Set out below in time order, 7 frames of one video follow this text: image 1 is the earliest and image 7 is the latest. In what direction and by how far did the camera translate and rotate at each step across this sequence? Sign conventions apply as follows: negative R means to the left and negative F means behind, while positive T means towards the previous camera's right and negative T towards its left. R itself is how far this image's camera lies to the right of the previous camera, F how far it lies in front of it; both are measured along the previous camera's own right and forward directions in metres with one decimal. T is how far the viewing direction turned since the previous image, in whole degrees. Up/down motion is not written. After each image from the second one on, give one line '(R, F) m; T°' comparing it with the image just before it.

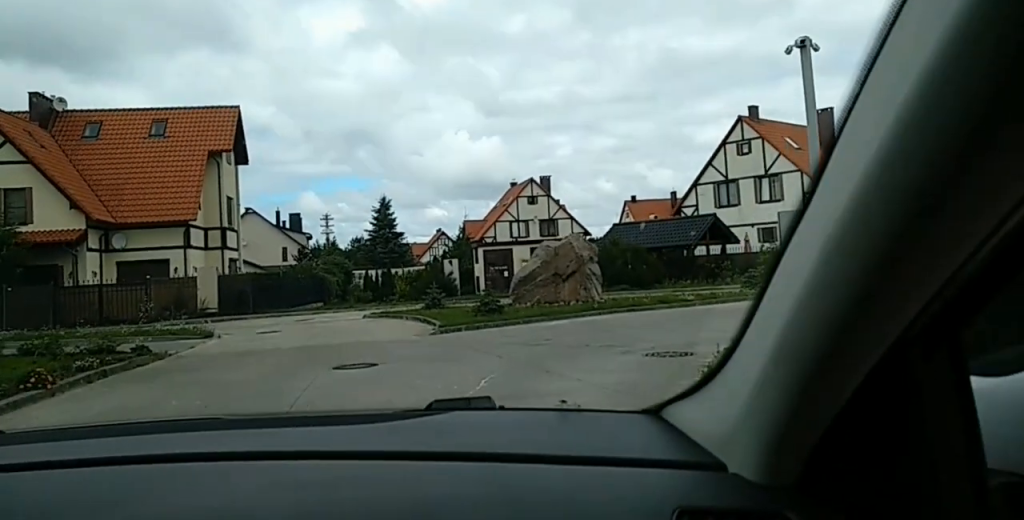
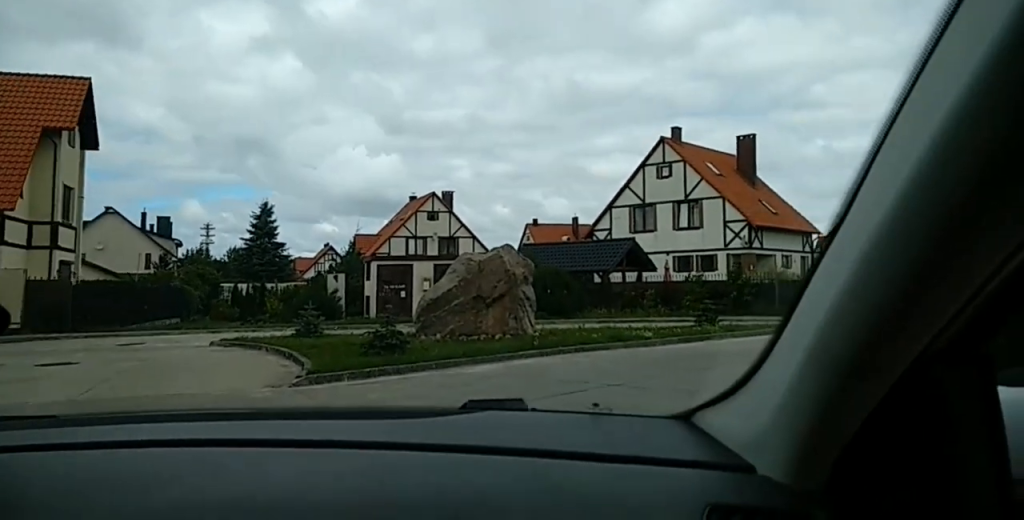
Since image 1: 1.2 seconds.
(-0.3, +5.6) m; +8°
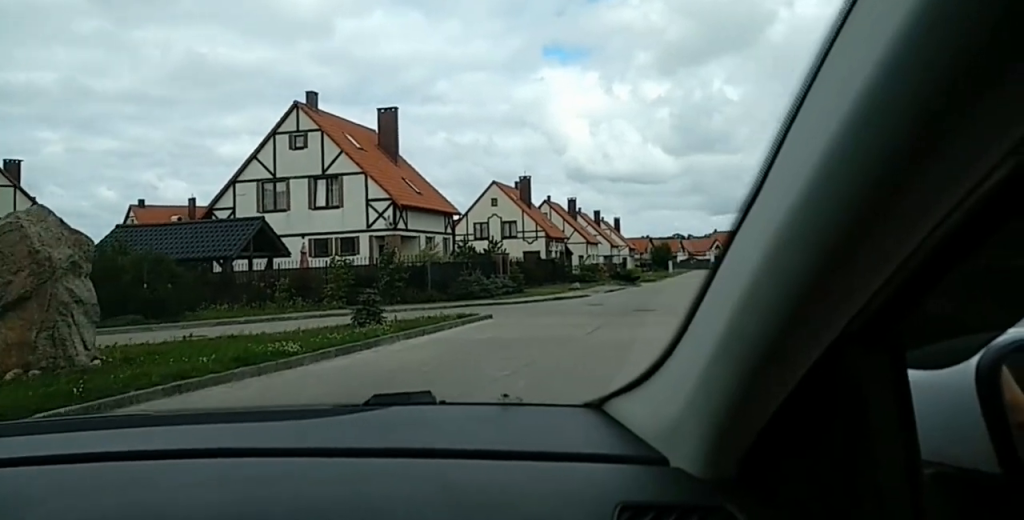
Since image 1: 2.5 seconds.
(+1.1, +5.5) m; +20°
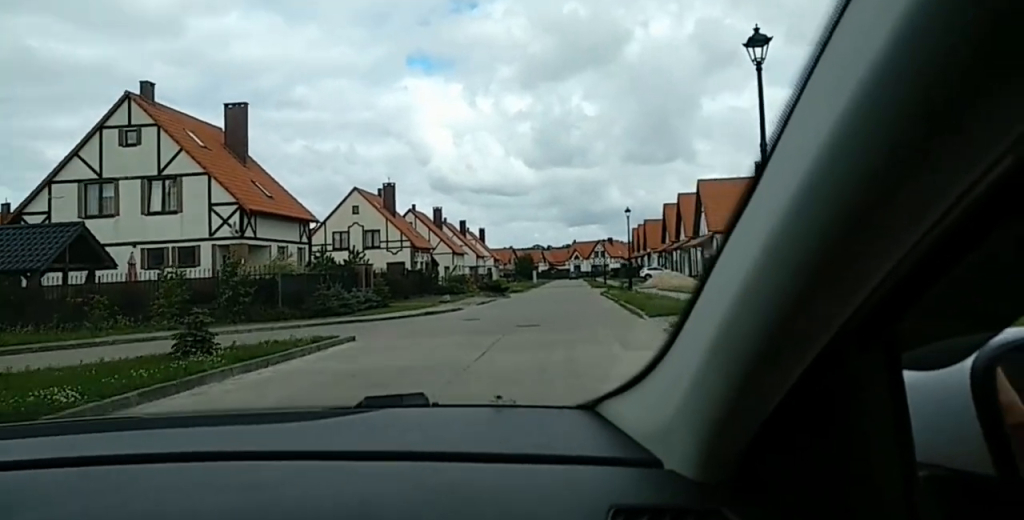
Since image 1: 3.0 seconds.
(0.0, +2.4) m; +8°
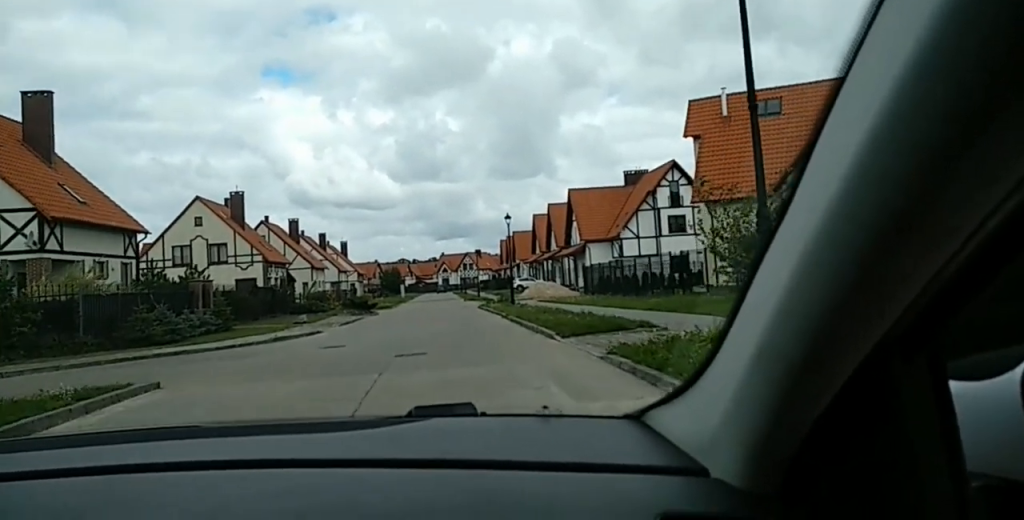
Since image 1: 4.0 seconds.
(+0.7, +3.9) m; +13°
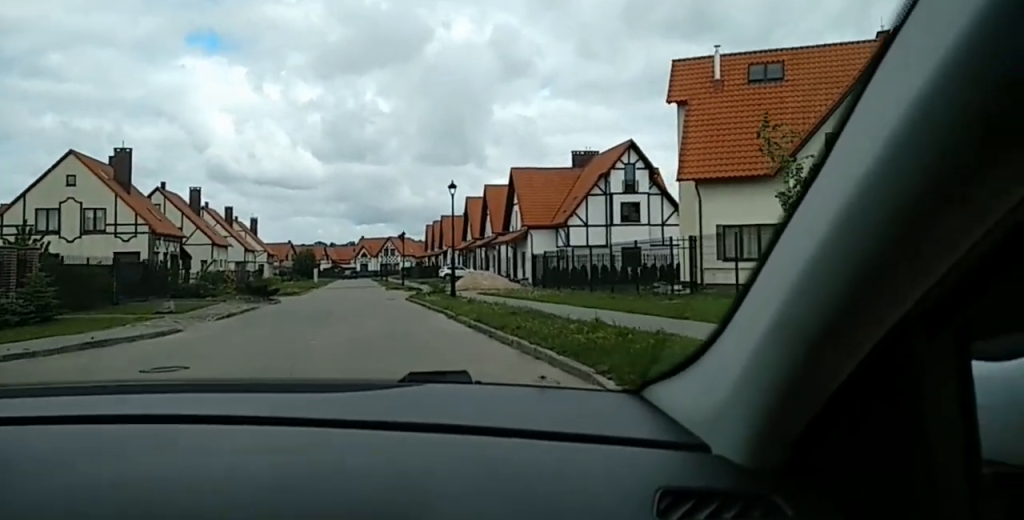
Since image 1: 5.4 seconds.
(+0.7, +6.7) m; +11°
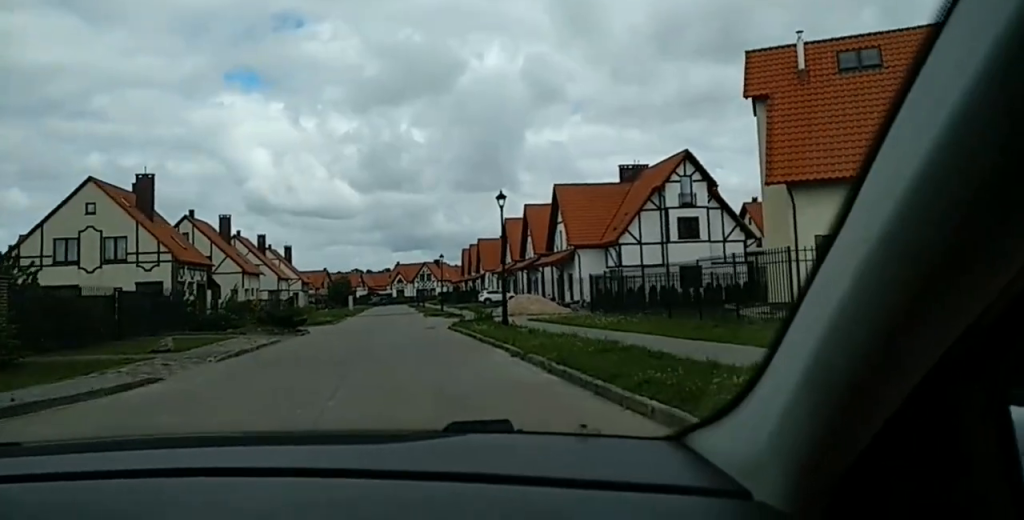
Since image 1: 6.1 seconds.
(+0.2, +4.1) m; +3°
